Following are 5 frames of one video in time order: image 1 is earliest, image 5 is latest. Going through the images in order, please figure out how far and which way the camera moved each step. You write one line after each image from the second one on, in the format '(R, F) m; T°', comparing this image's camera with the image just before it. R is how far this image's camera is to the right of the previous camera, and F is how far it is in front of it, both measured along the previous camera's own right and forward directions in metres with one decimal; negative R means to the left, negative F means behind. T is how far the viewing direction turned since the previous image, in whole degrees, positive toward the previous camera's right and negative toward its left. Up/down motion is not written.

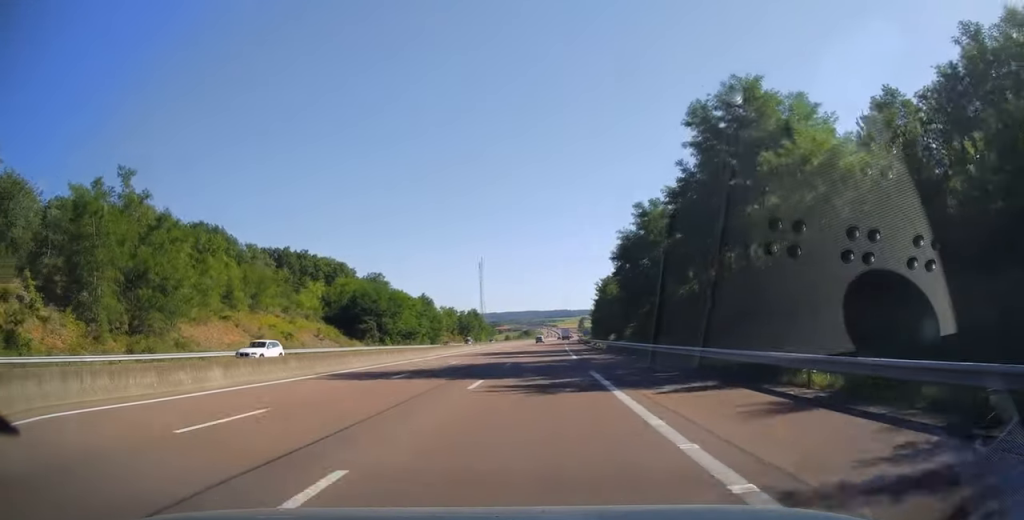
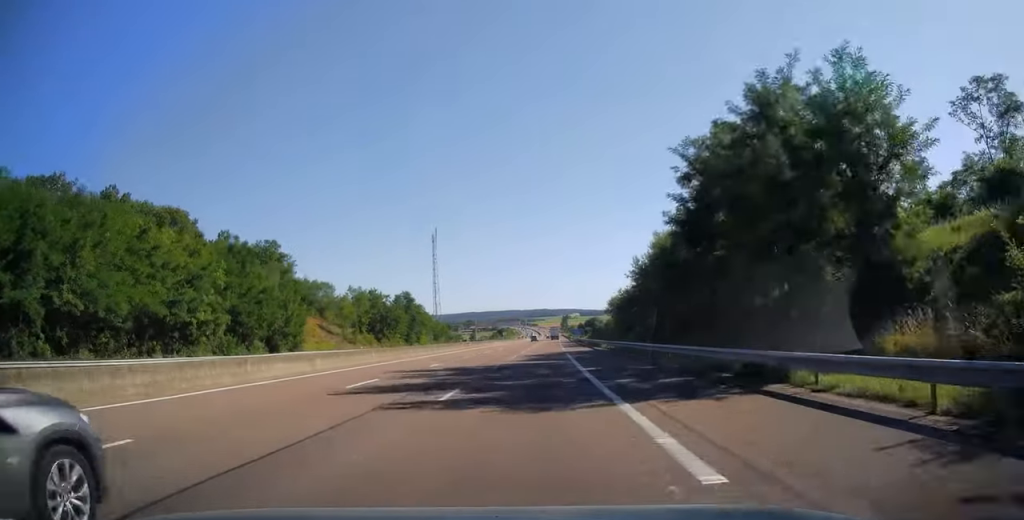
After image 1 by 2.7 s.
(+1.9, +81.2) m; +2°
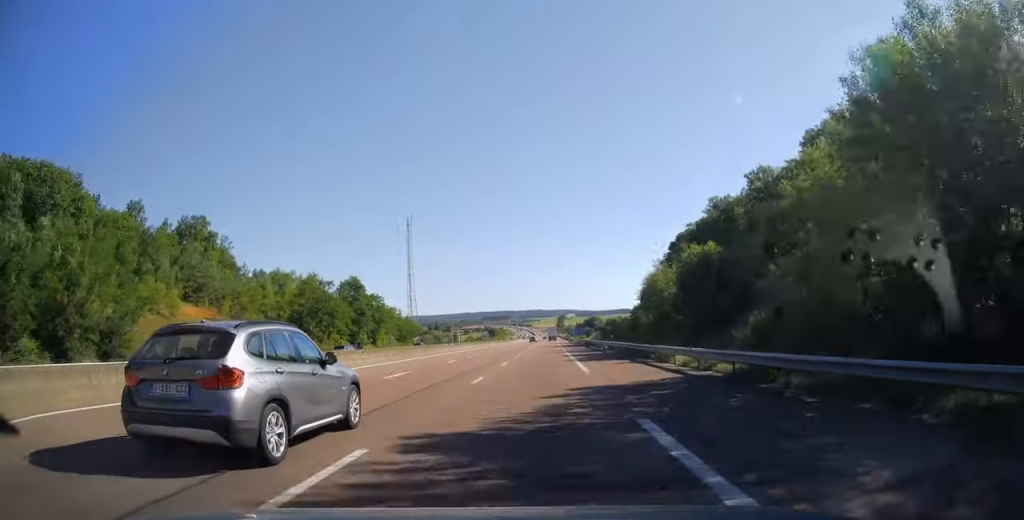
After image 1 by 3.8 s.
(+0.1, +34.8) m; 0°
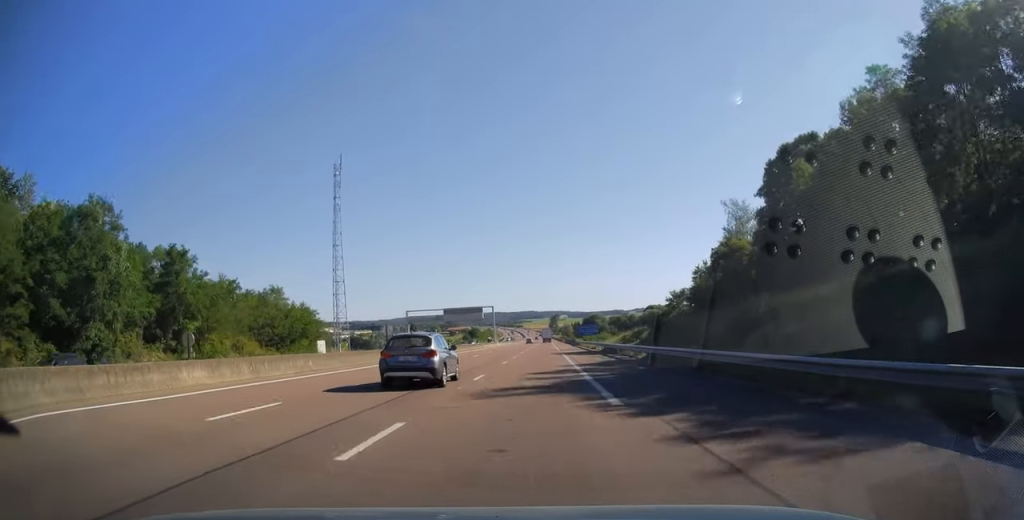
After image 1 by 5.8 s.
(+0.2, +62.8) m; +1°
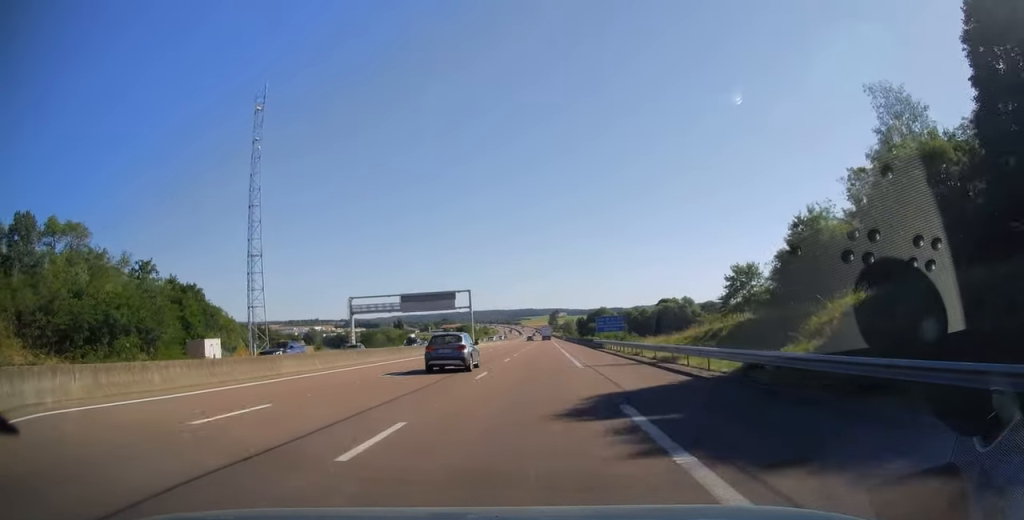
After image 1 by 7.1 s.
(+0.3, +39.2) m; 0°
